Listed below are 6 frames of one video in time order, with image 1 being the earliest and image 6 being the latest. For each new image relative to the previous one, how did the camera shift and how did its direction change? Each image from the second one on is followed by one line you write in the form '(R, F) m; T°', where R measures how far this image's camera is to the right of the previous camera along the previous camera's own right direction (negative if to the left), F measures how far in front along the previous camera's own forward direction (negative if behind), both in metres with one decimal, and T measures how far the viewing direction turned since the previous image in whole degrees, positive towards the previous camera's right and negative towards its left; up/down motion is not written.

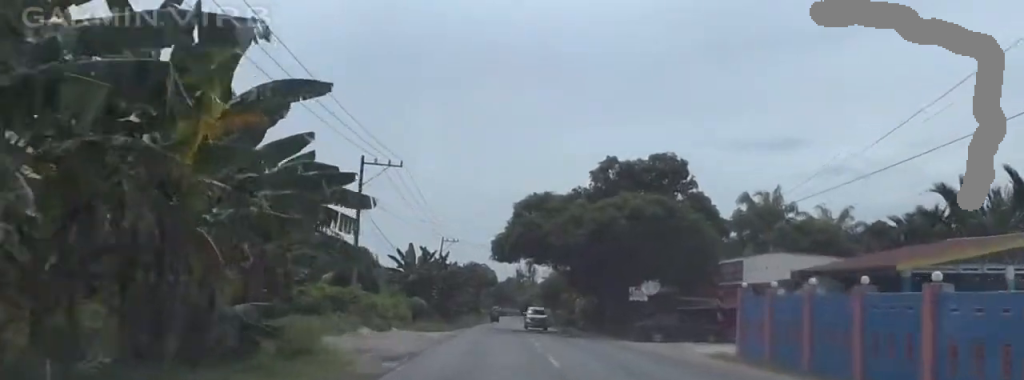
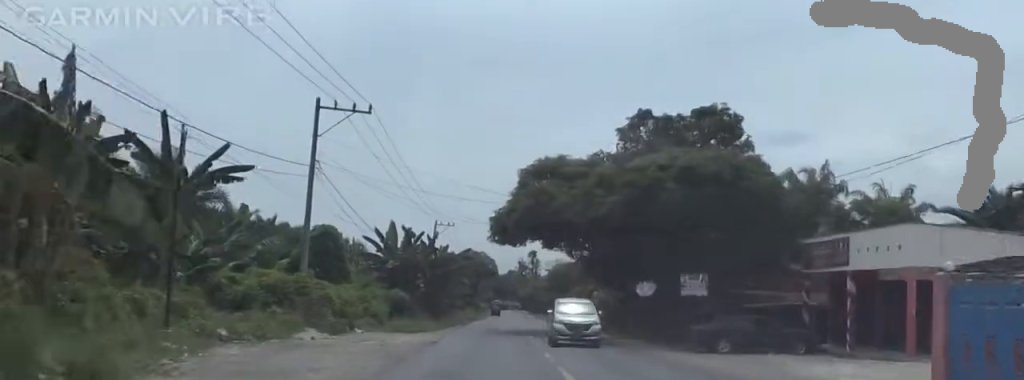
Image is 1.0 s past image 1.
(0.0, +14.0) m; +1°
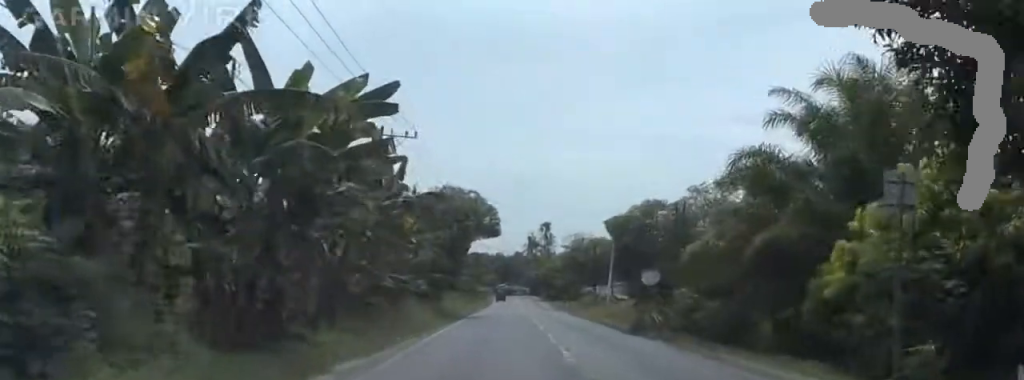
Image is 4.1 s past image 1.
(-0.3, +46.1) m; -1°
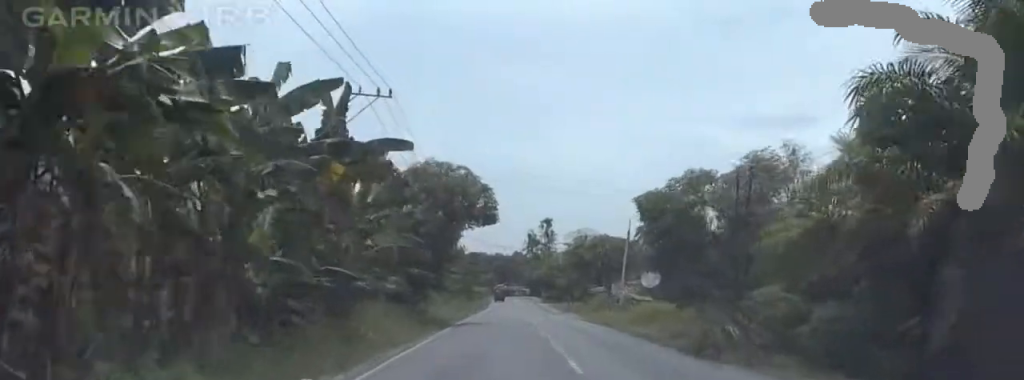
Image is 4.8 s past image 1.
(0.0, +10.5) m; 0°
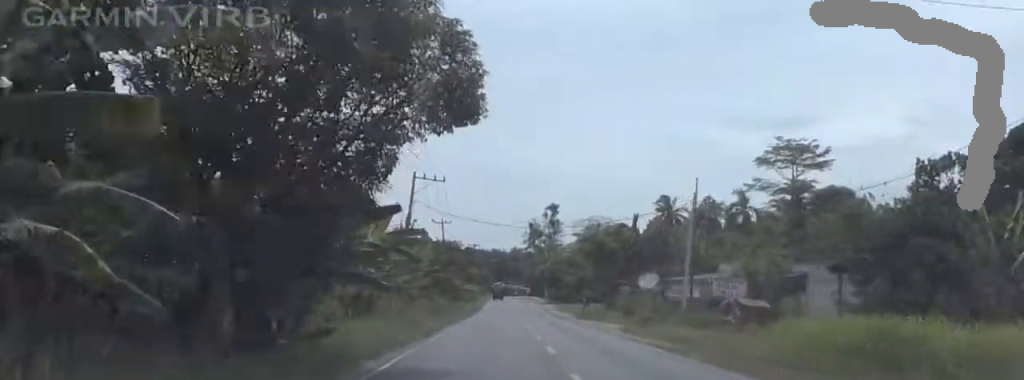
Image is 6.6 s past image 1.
(+0.1, +26.4) m; -1°
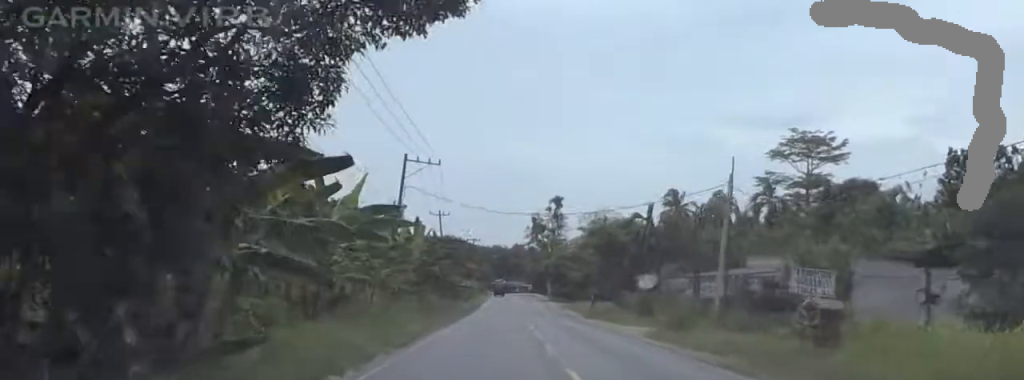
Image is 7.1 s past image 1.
(-0.1, +7.1) m; -1°
